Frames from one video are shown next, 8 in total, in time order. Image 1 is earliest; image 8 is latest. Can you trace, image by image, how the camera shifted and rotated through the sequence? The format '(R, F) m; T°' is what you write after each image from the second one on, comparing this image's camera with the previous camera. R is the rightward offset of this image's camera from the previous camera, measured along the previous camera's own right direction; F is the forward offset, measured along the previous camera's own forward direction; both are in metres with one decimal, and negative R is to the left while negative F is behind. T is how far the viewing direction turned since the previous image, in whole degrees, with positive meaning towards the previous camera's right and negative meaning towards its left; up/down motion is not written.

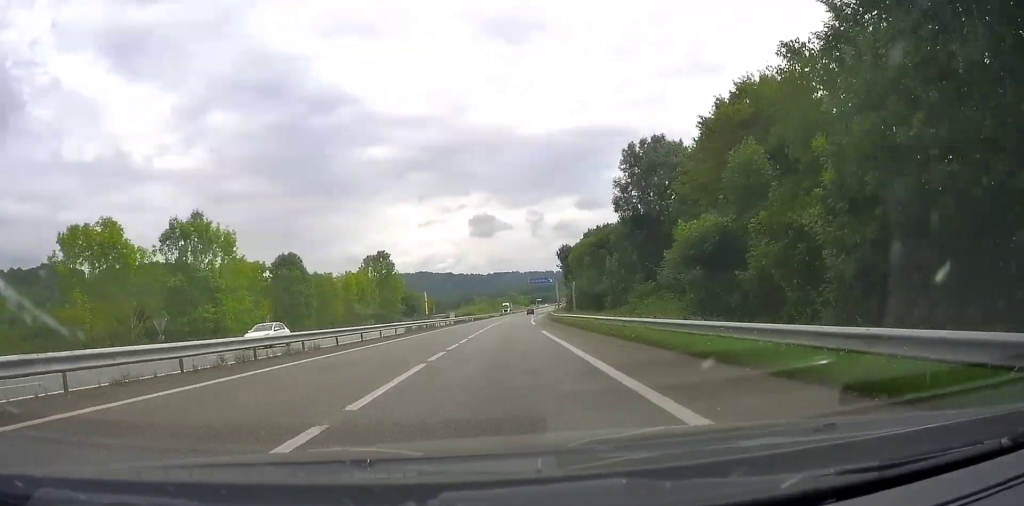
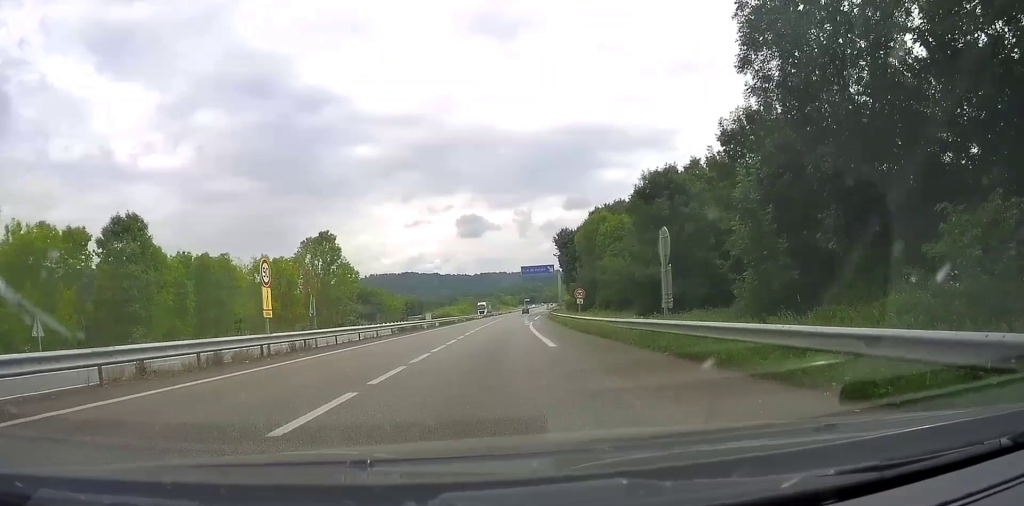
(+0.7, +34.0) m; +1°
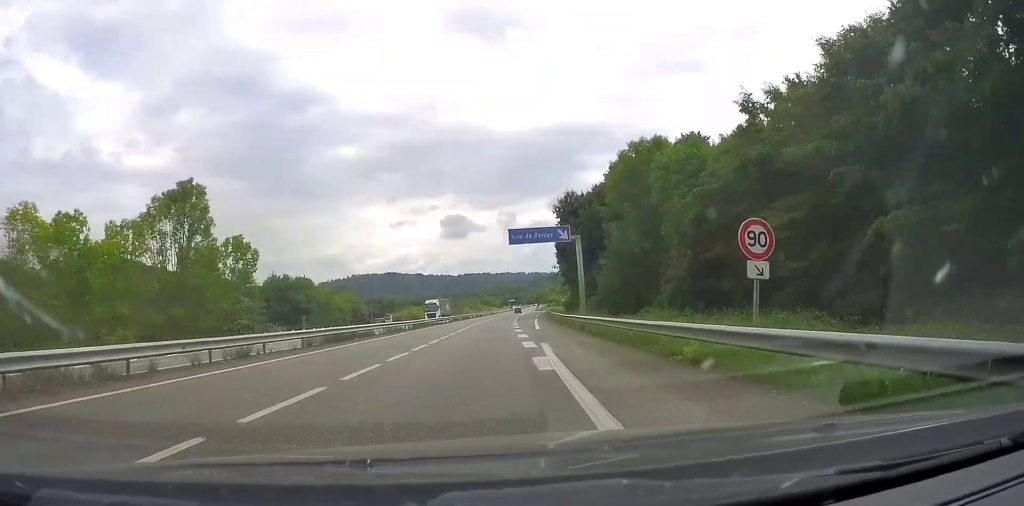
(+0.1, +41.8) m; +1°
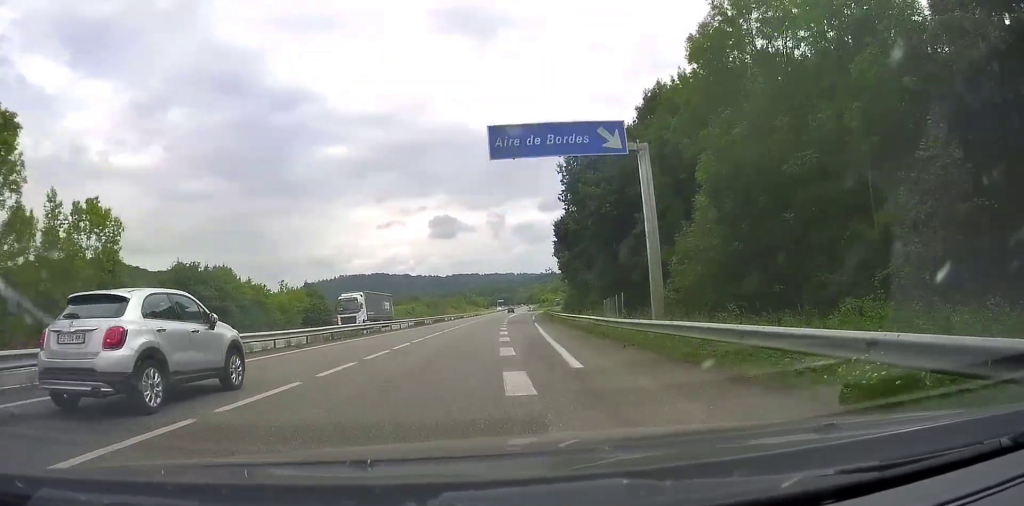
(+0.4, +25.2) m; +2°
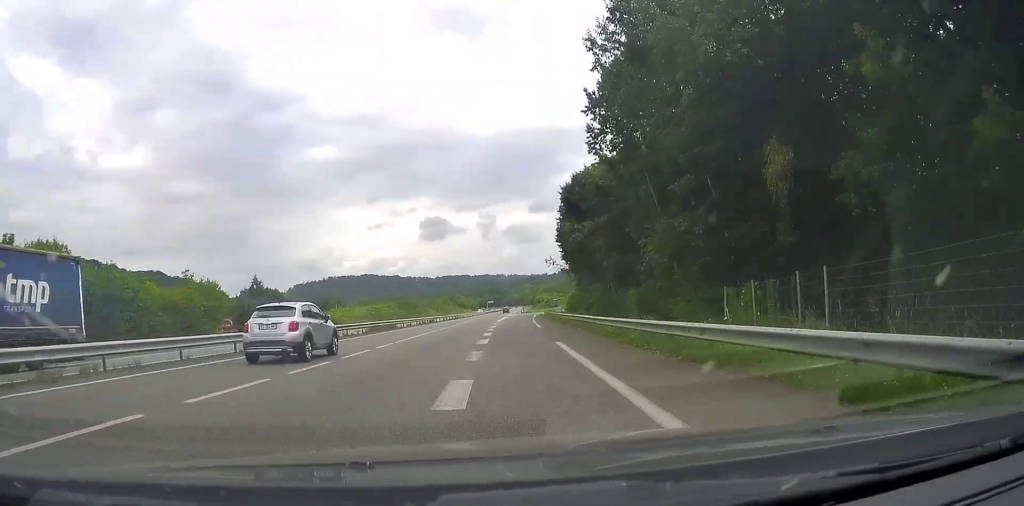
(+0.5, +31.1) m; +1°
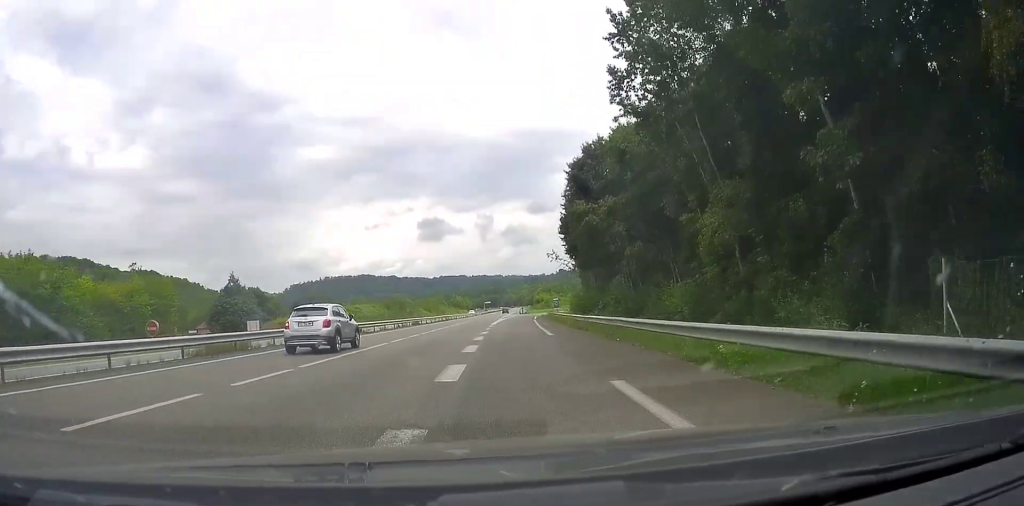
(0.0, +12.7) m; 0°
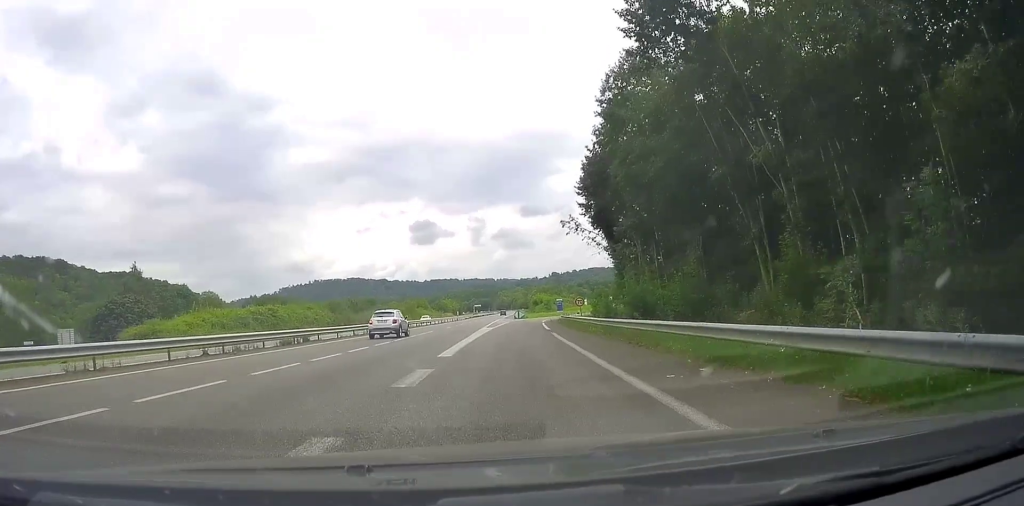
(+0.2, +36.3) m; 0°
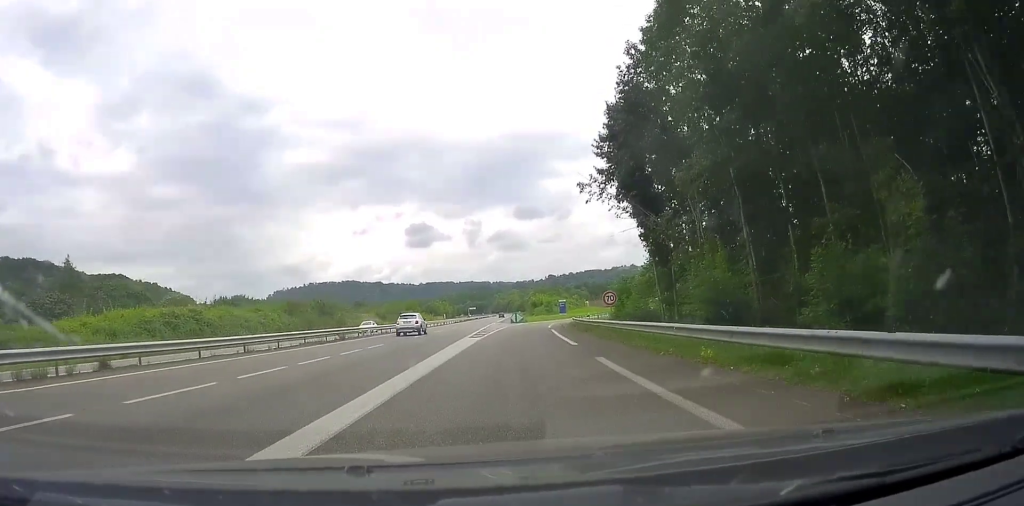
(0.0, +18.6) m; 0°
